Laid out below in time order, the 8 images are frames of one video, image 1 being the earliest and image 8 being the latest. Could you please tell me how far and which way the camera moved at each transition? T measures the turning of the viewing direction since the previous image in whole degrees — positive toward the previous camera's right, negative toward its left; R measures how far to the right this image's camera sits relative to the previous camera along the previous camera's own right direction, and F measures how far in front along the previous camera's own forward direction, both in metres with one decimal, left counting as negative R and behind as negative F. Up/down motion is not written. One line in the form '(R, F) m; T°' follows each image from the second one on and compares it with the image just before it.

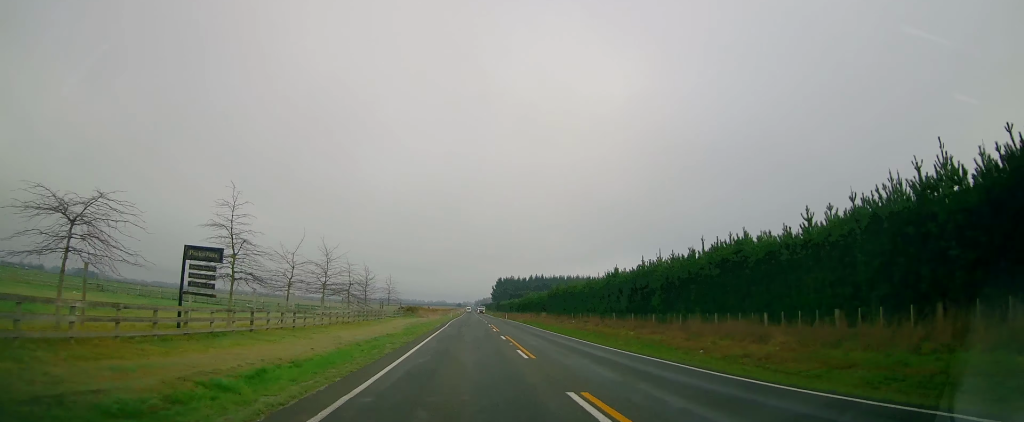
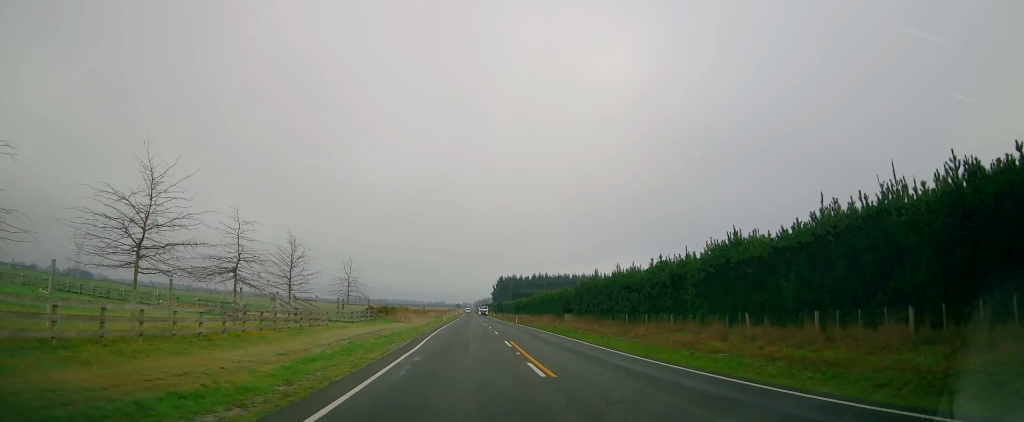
(+0.4, +24.1) m; +1°
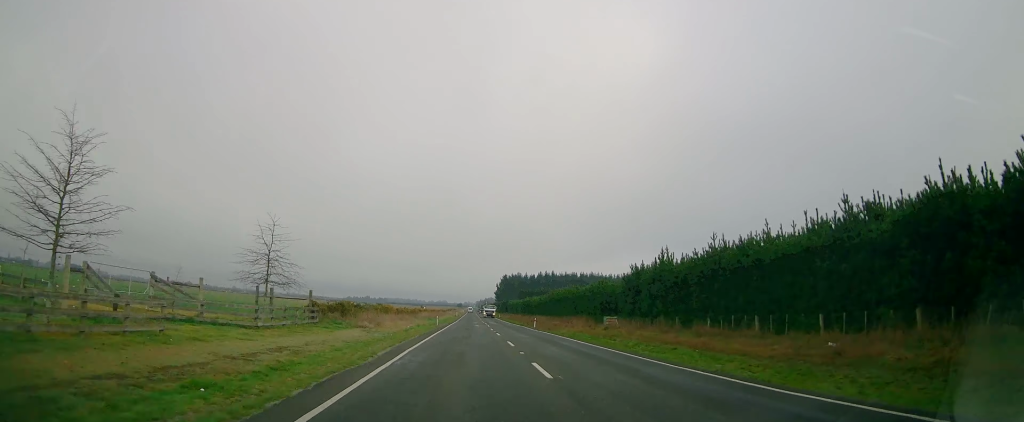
(+0.1, +20.7) m; 0°
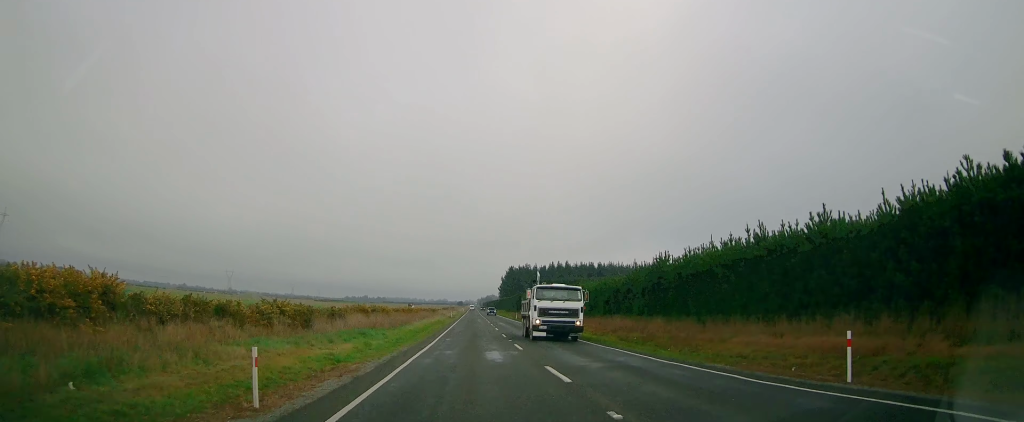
(-0.4, +50.0) m; 0°
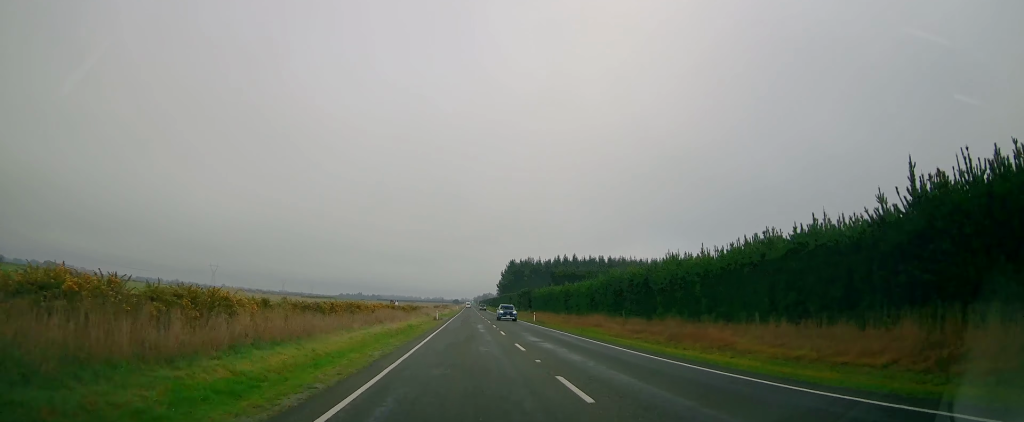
(0.0, +31.7) m; 0°
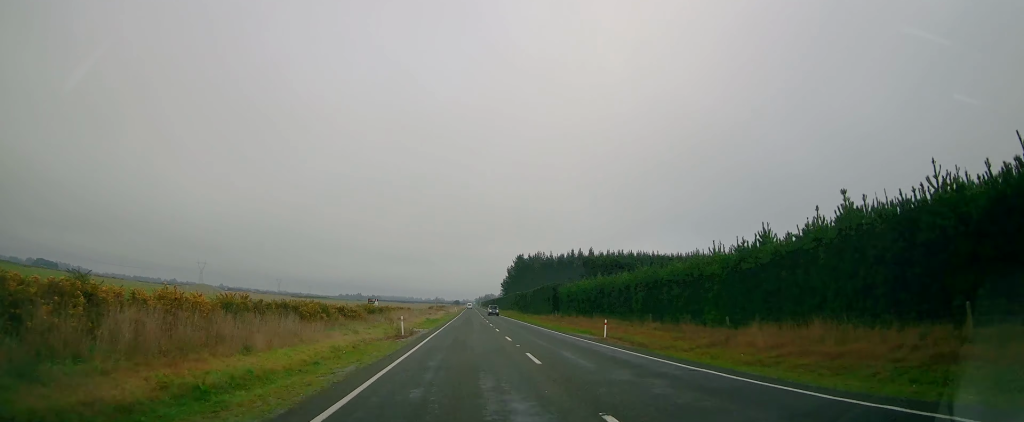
(+0.3, +33.6) m; +1°
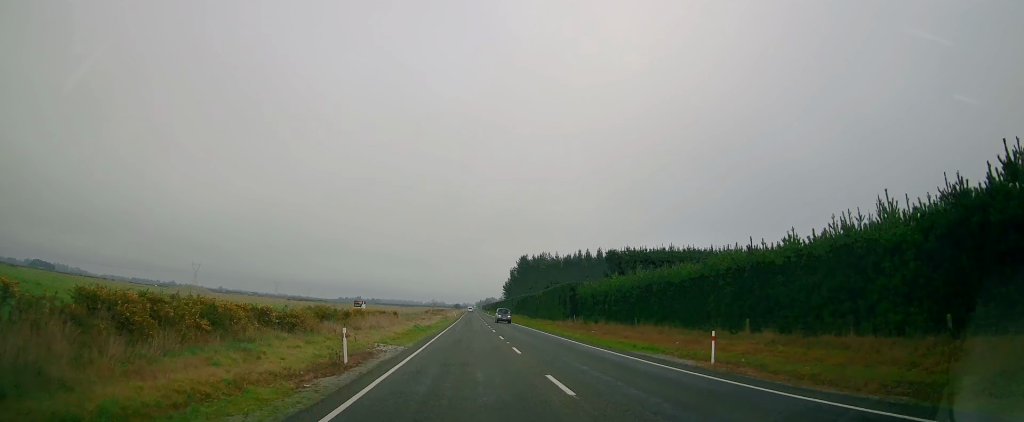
(0.0, +14.3) m; 0°
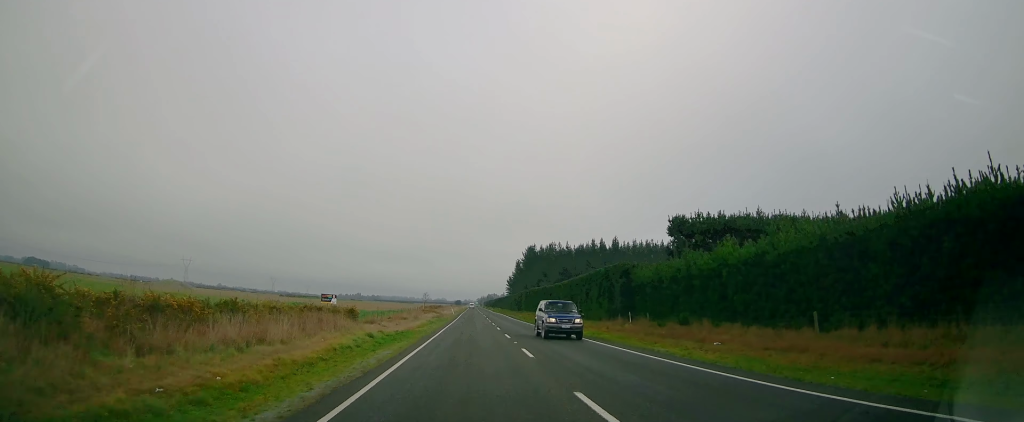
(-0.1, +23.3) m; -1°
